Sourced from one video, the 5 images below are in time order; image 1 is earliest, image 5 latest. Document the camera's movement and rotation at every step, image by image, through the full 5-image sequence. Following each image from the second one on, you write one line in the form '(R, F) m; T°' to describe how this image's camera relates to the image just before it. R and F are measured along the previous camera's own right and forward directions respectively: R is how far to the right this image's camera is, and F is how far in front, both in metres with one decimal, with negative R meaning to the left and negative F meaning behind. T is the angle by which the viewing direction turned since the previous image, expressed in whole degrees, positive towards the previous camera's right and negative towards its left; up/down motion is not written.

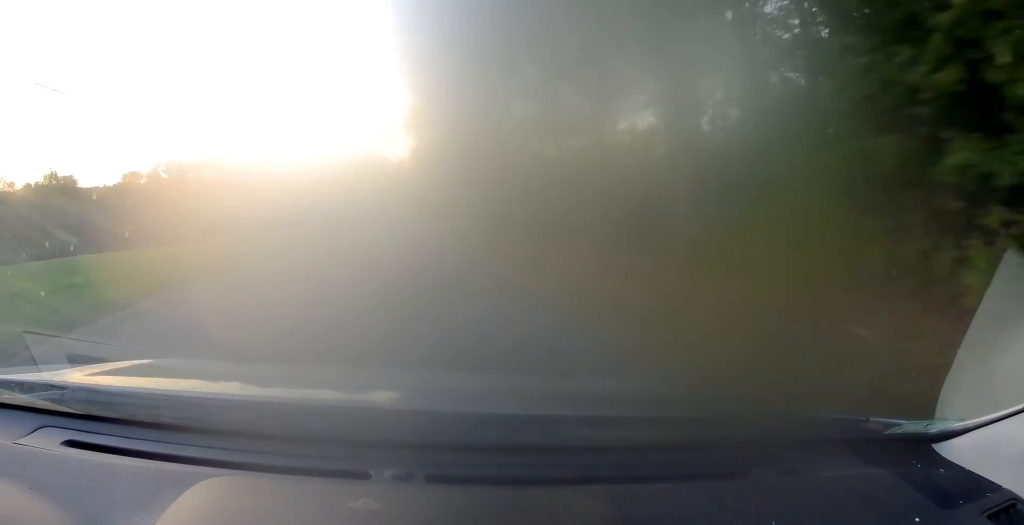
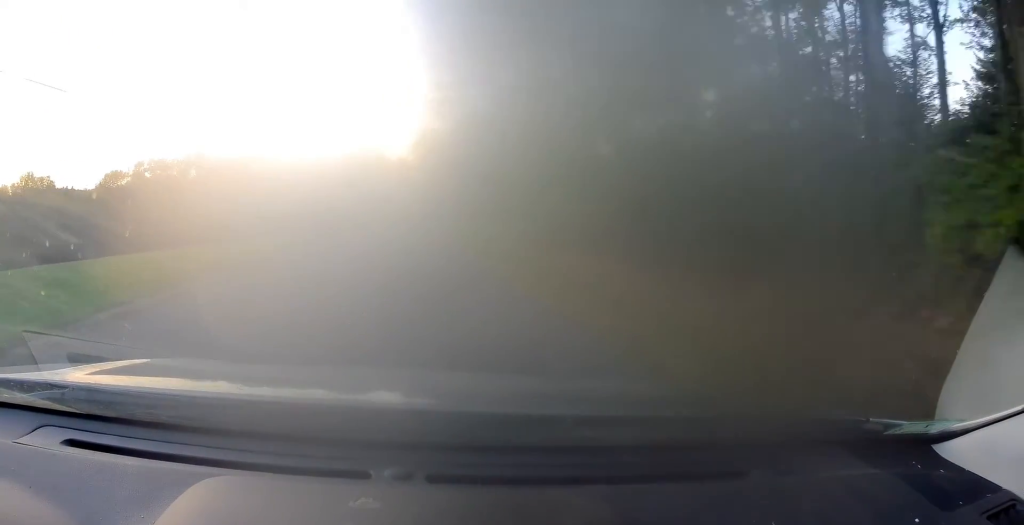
(+0.1, +13.9) m; +1°
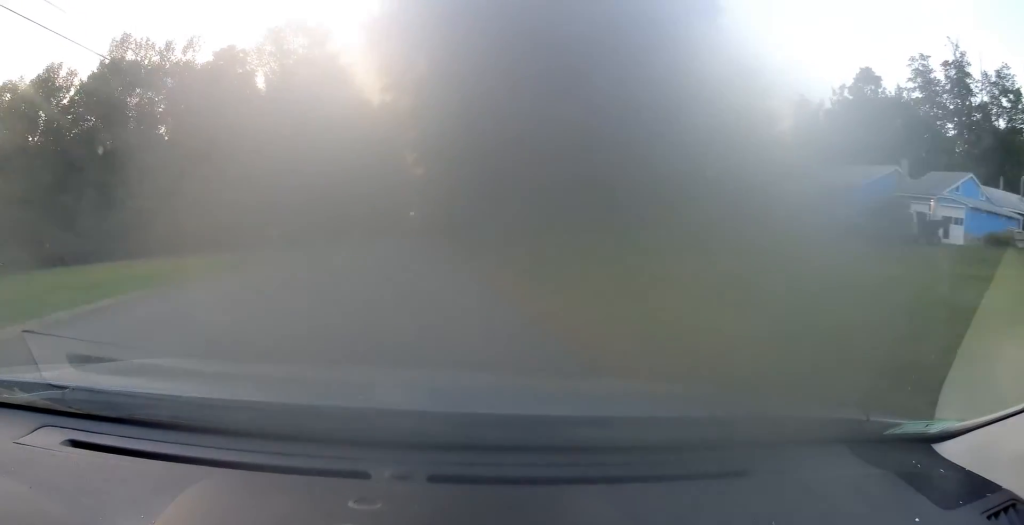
(+0.4, +85.6) m; -1°
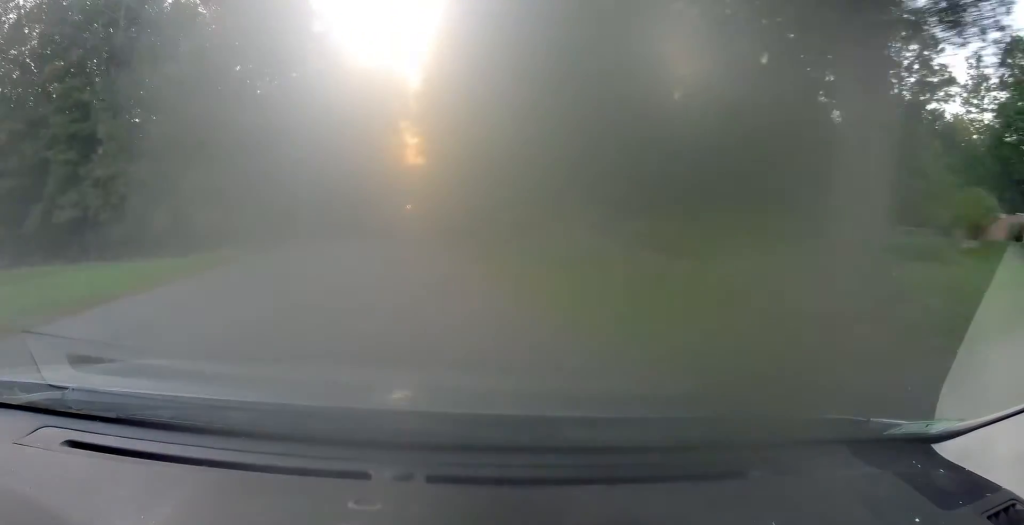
(-0.7, +23.8) m; 0°
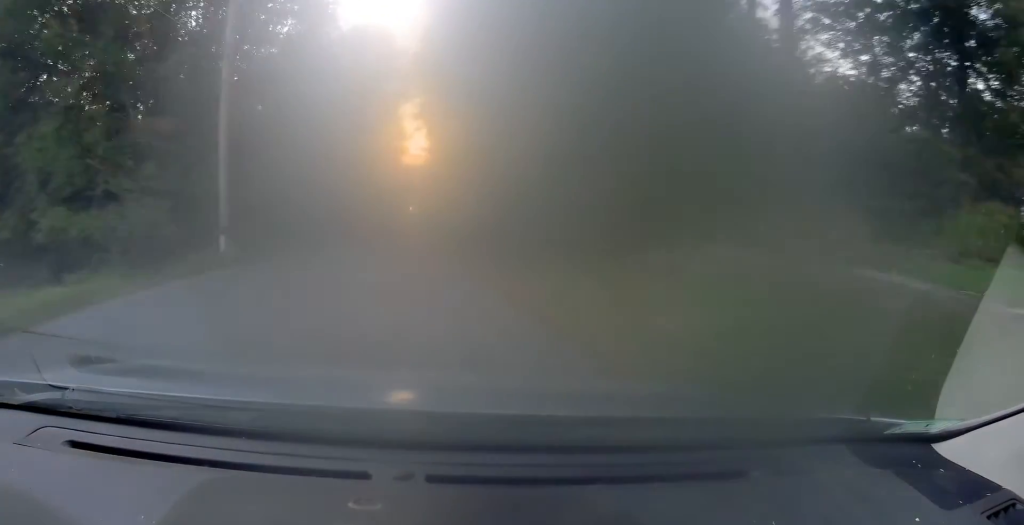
(+0.3, +15.0) m; +2°
